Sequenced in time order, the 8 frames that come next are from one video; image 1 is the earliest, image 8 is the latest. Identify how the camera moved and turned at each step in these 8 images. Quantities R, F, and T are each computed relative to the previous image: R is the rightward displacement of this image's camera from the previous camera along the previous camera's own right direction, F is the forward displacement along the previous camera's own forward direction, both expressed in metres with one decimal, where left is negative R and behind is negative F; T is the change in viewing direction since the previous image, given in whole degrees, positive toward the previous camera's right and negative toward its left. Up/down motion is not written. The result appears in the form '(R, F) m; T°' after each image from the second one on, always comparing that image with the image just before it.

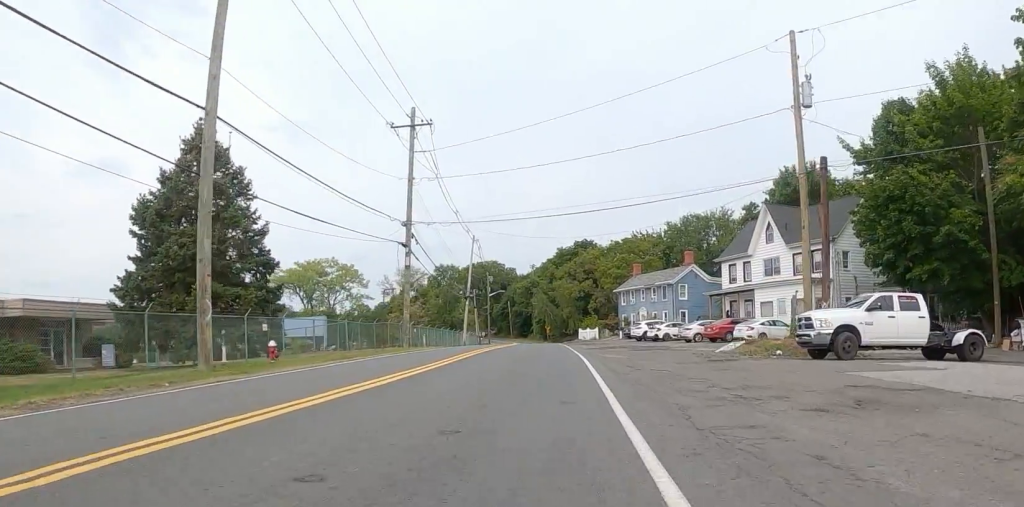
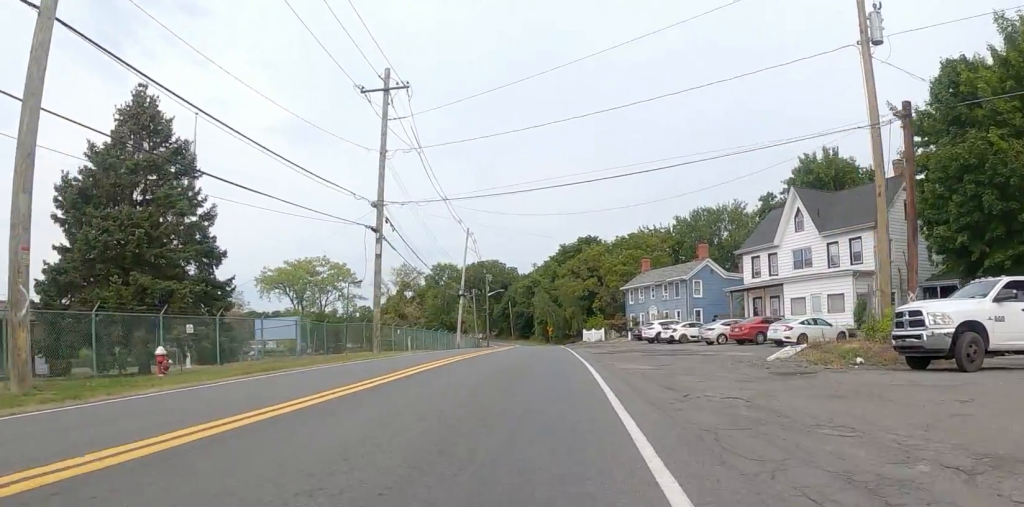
(+0.1, +5.5) m; -1°
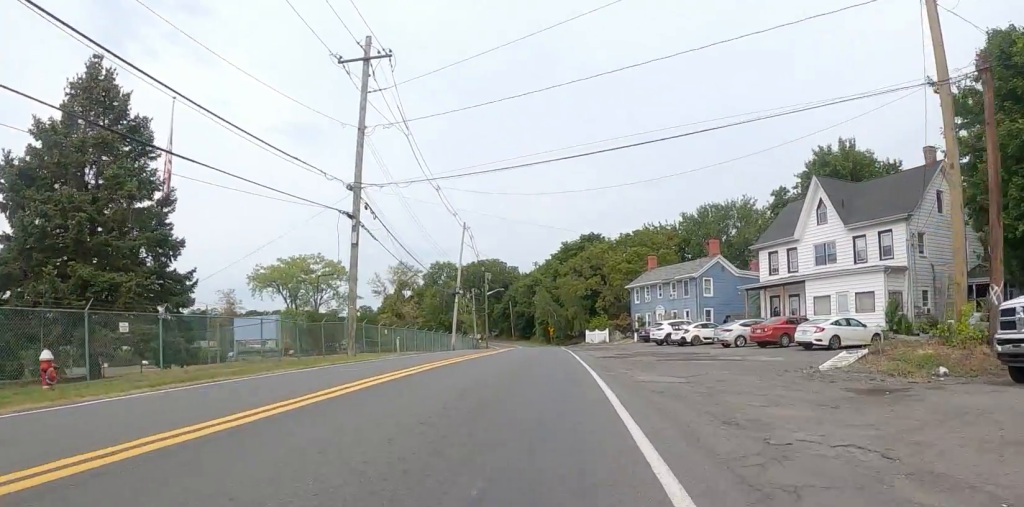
(+0.5, +3.5) m; 0°
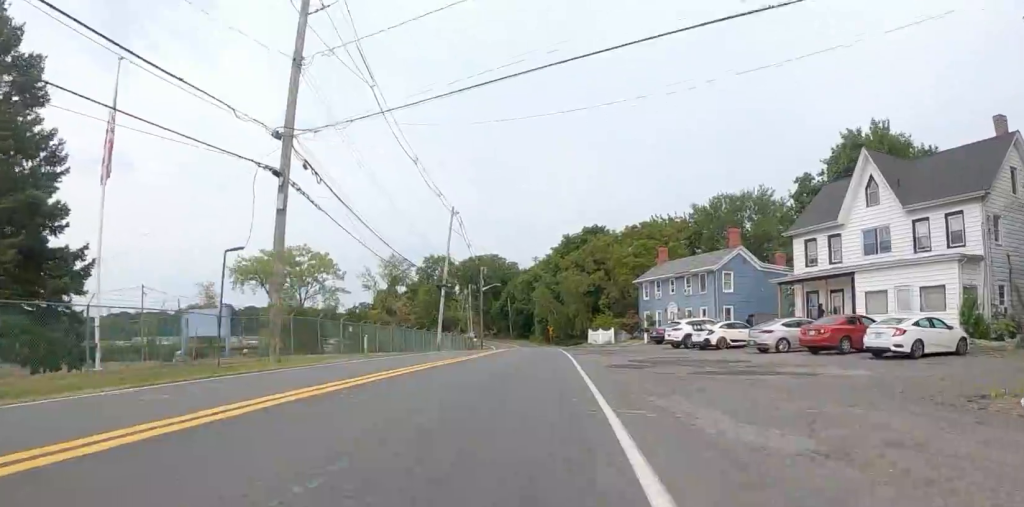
(-0.6, +6.4) m; +2°
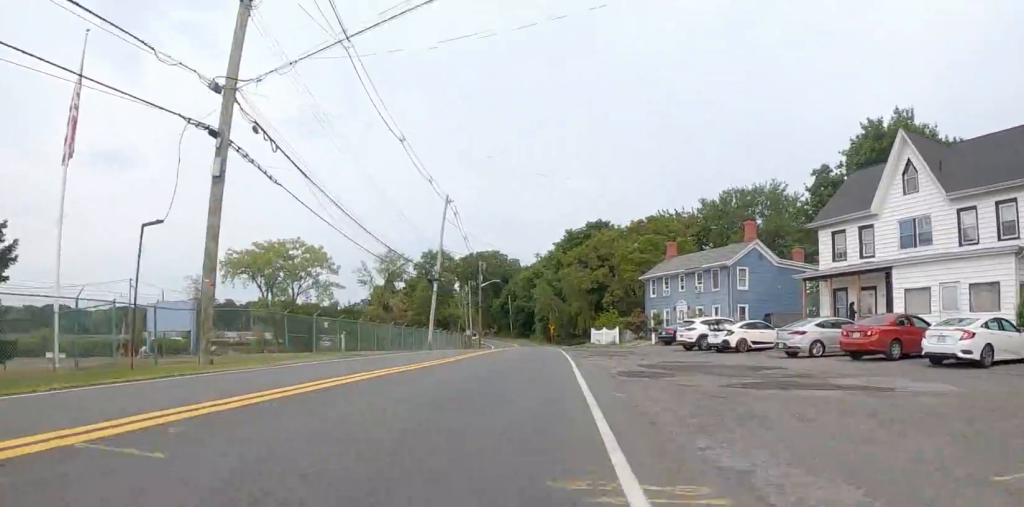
(-0.3, +3.5) m; +1°
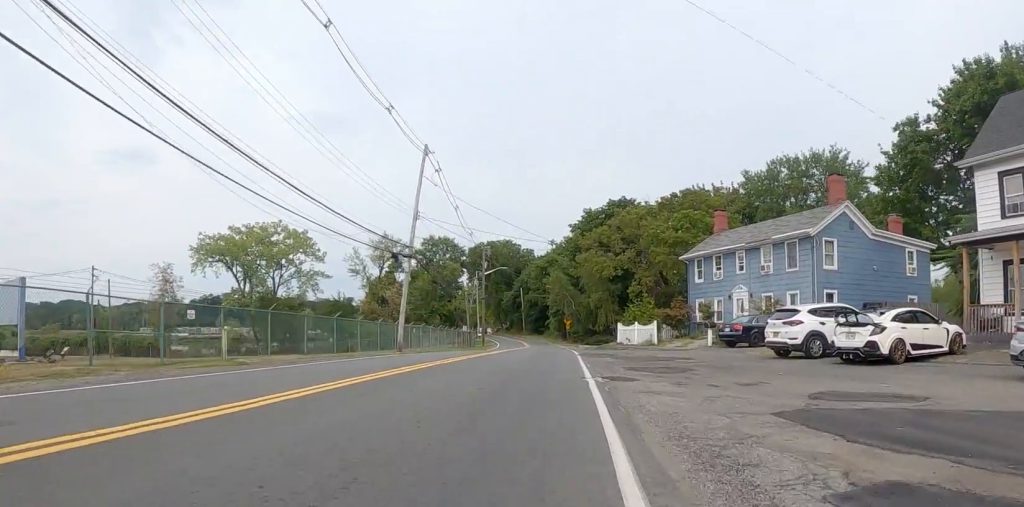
(+1.0, +12.1) m; 0°
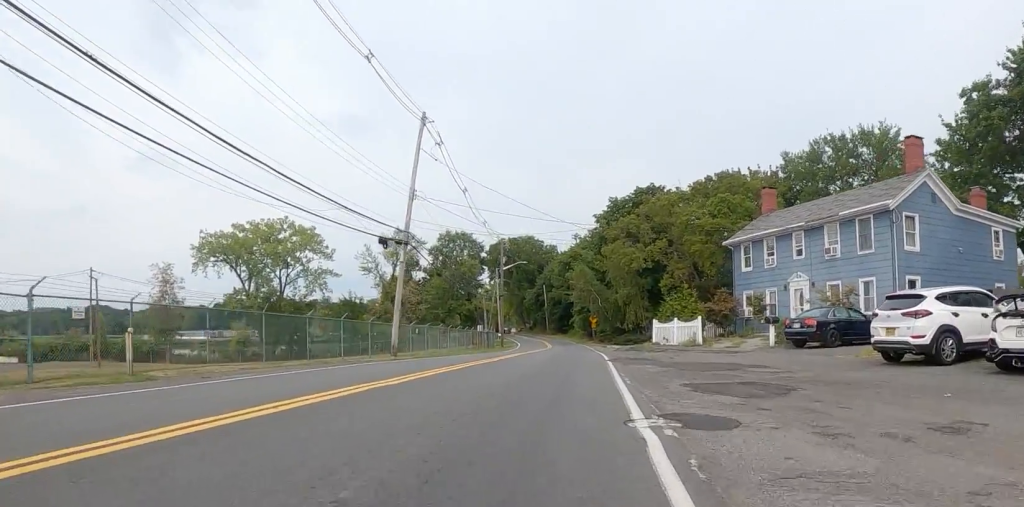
(-0.2, +5.7) m; 0°
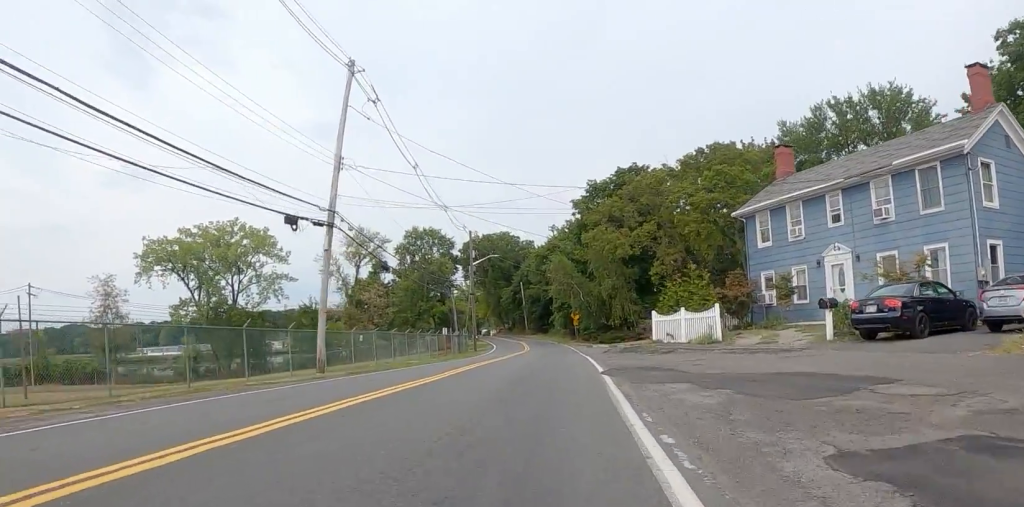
(+0.1, +6.7) m; +3°
